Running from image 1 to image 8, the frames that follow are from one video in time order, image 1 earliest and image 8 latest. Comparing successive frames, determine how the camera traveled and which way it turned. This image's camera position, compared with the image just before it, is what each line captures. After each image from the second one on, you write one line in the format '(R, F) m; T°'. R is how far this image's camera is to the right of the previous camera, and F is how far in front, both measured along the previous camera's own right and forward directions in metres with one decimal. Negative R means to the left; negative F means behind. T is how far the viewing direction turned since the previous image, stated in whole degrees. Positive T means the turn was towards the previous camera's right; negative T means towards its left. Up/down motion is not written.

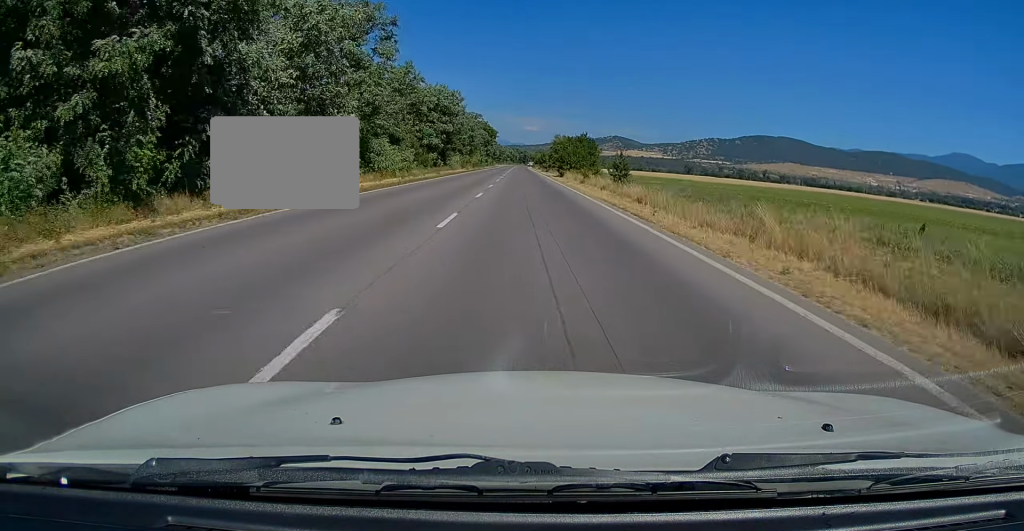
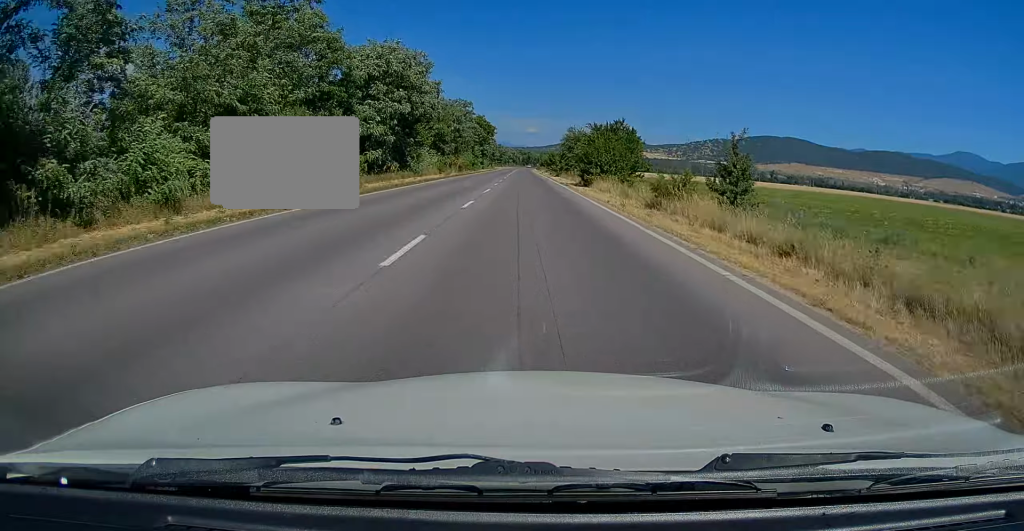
(-0.1, +23.9) m; 0°
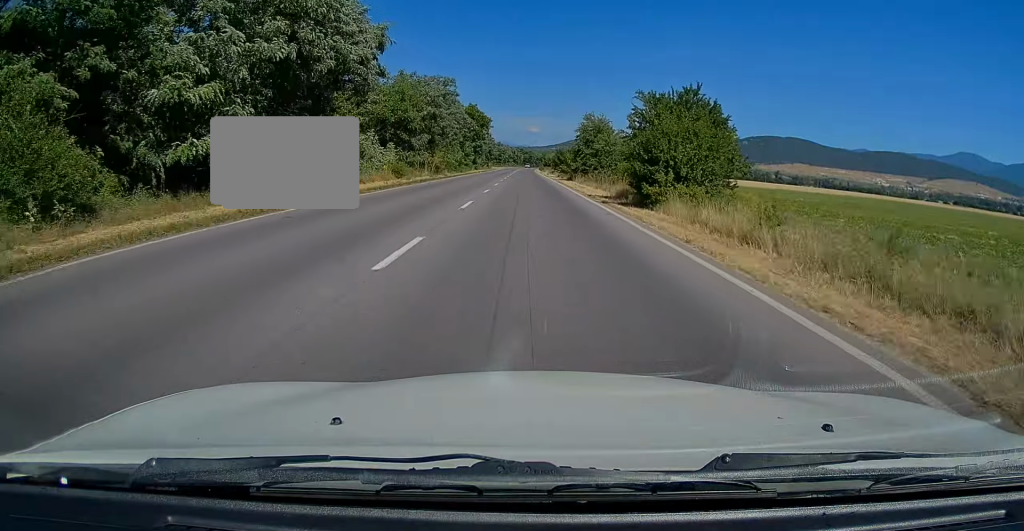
(0.0, +19.9) m; 0°
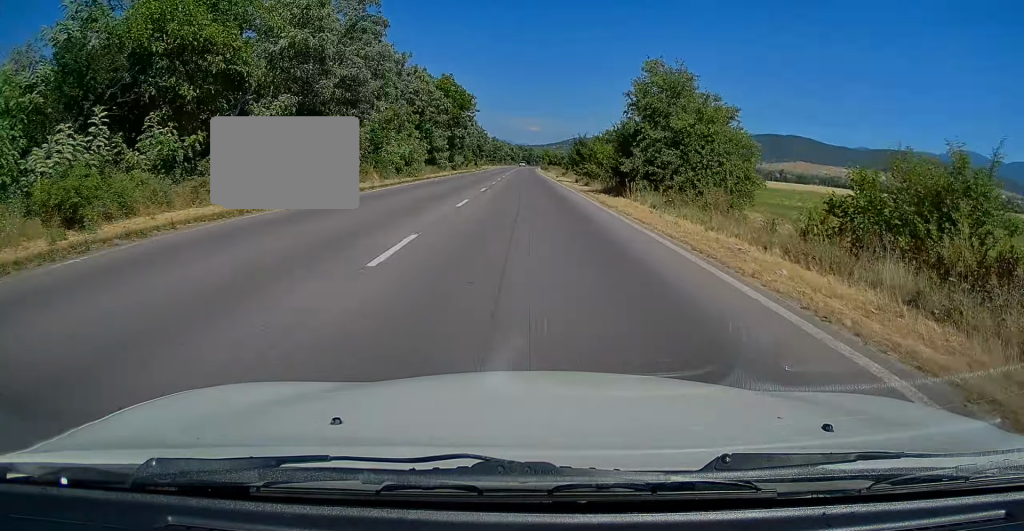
(+0.1, +29.2) m; 0°
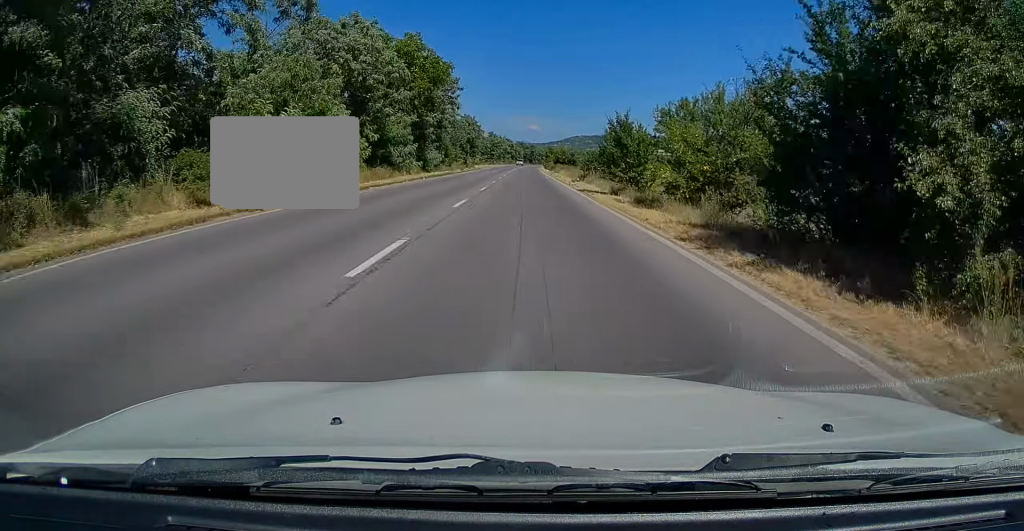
(0.0, +20.2) m; 0°
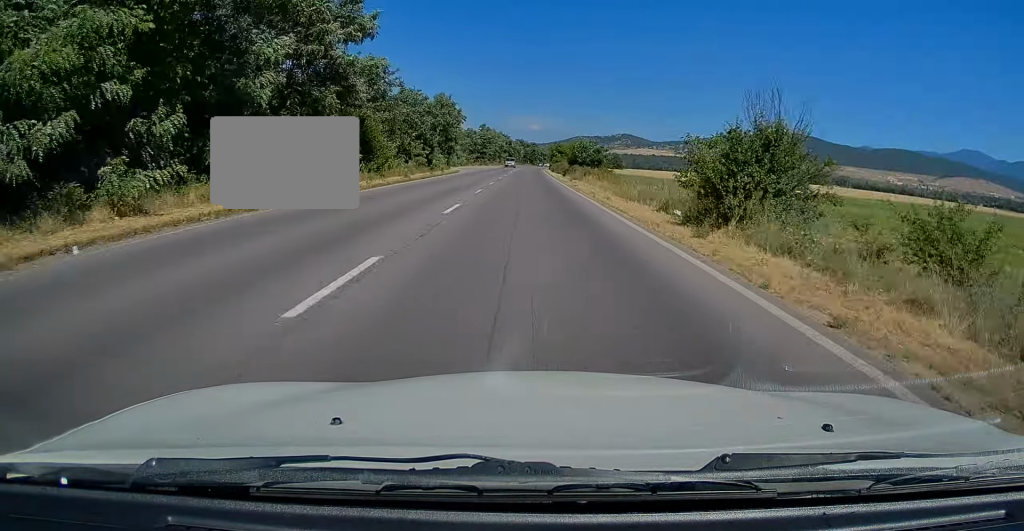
(+0.1, +31.9) m; 0°
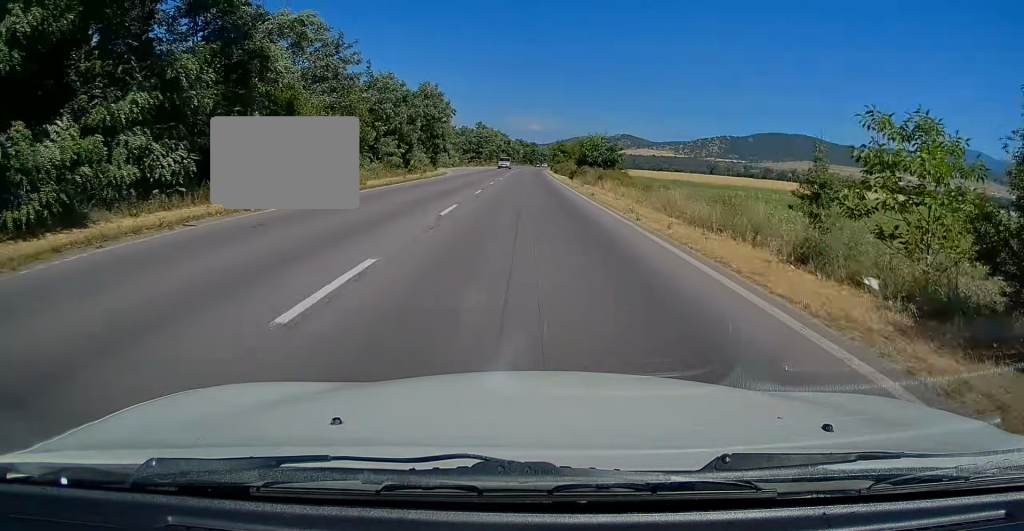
(0.0, +10.0) m; 0°
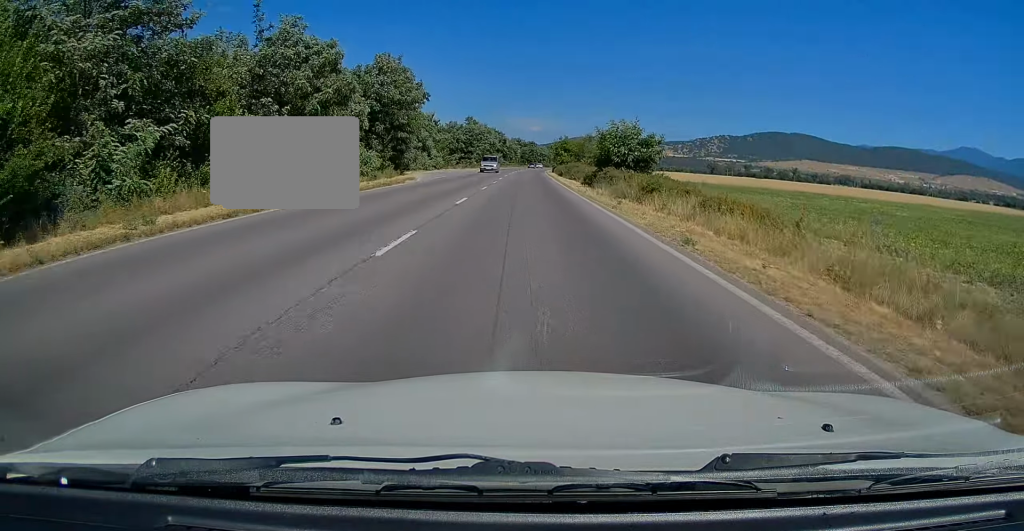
(-0.2, +15.7) m; 0°
